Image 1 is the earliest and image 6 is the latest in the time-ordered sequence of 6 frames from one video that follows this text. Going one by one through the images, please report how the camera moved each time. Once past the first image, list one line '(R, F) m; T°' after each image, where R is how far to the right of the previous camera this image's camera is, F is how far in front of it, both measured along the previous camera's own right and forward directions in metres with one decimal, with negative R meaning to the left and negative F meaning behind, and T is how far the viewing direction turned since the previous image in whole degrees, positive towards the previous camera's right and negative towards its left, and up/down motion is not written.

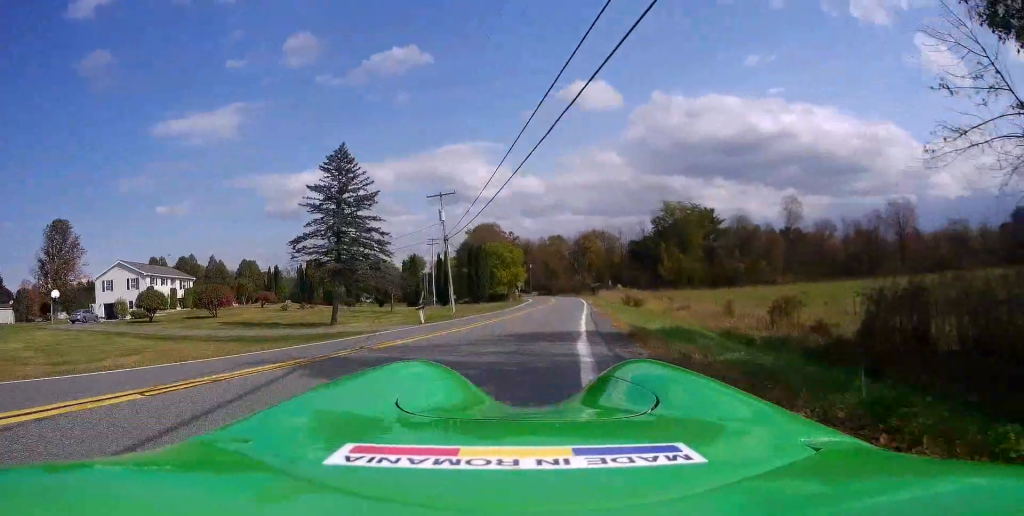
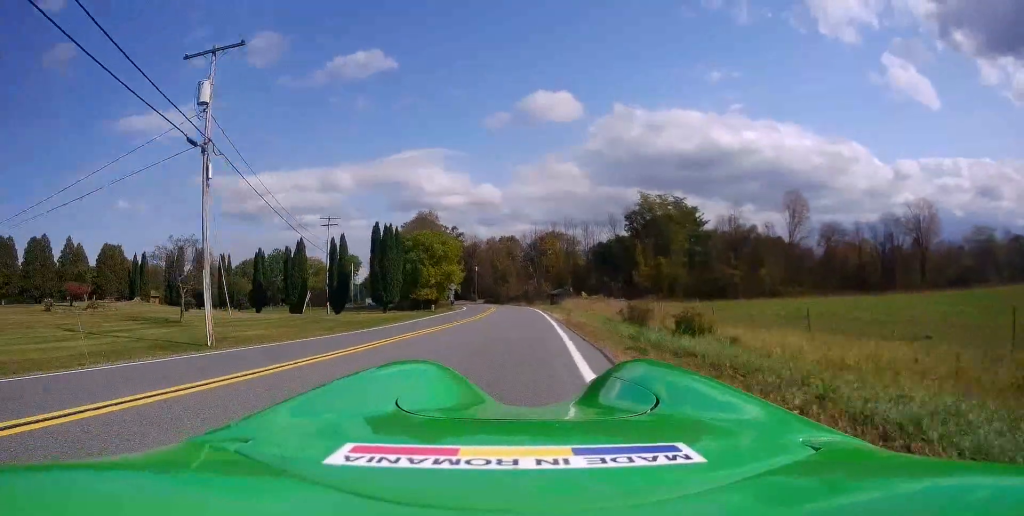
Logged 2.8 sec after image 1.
(+5.5, +35.5) m; +11°
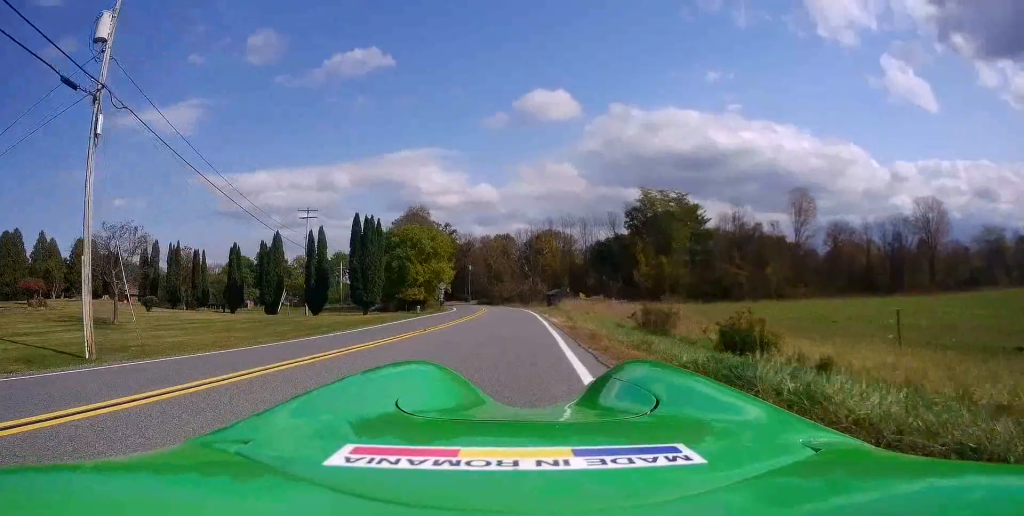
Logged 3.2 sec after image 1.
(-0.4, +6.2) m; 0°
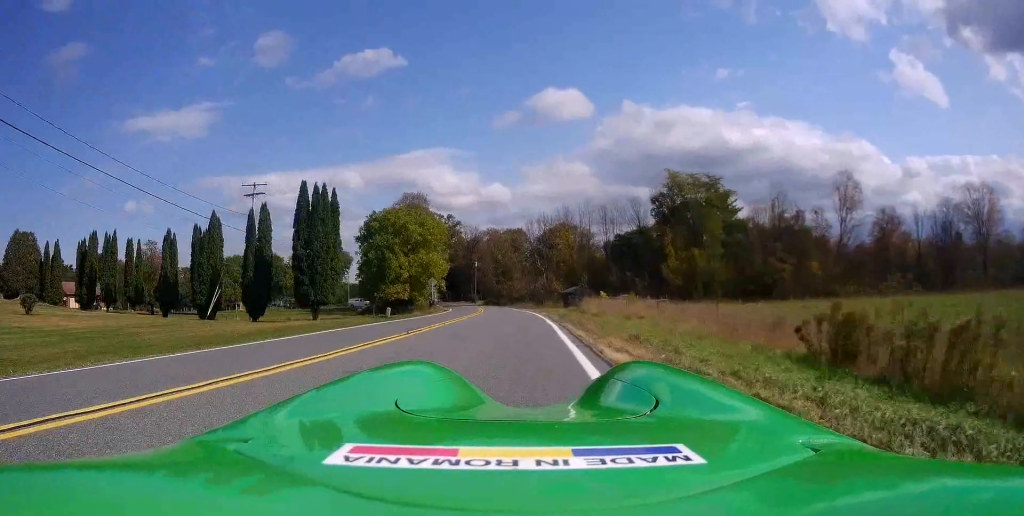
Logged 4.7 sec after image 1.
(+0.4, +17.5) m; 0°
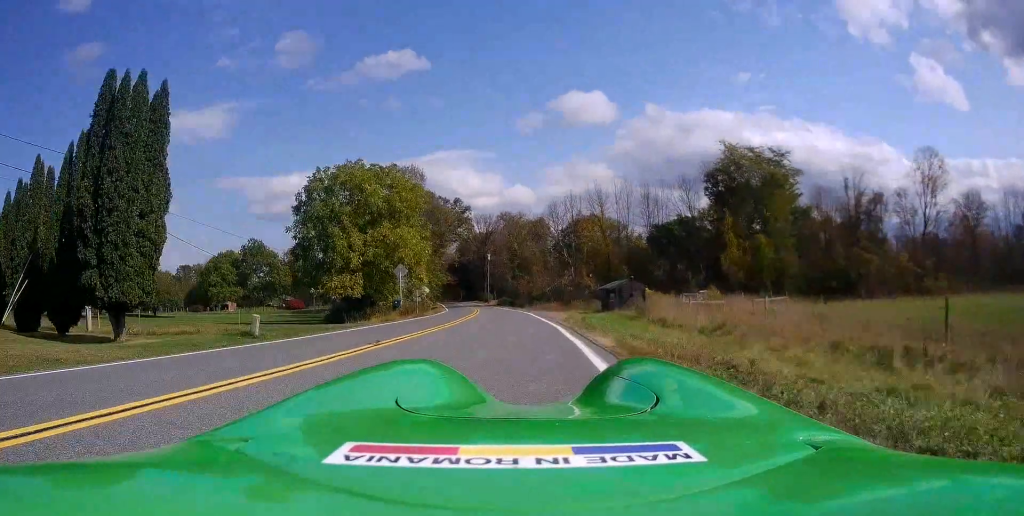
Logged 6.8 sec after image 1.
(-4.9, +25.6) m; -18°
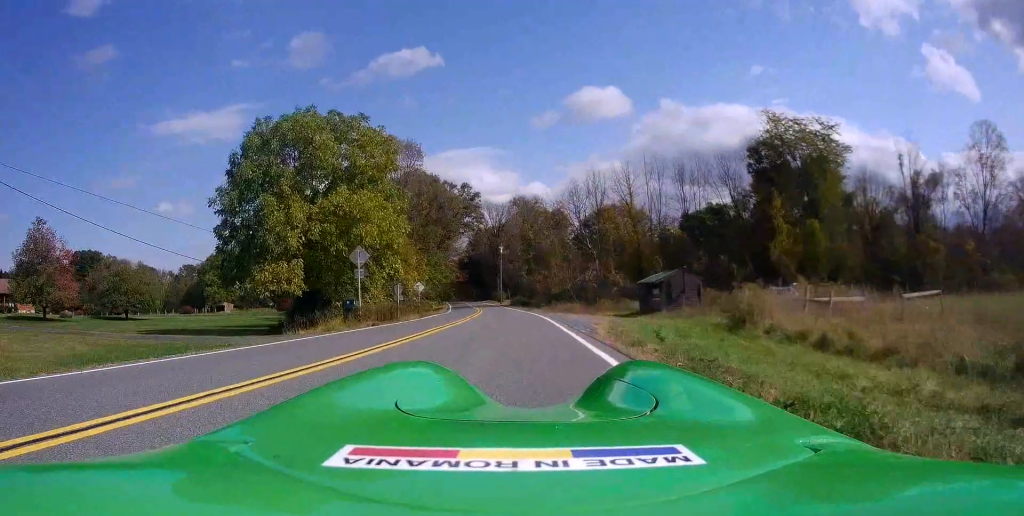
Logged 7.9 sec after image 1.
(-0.1, +14.4) m; -2°
